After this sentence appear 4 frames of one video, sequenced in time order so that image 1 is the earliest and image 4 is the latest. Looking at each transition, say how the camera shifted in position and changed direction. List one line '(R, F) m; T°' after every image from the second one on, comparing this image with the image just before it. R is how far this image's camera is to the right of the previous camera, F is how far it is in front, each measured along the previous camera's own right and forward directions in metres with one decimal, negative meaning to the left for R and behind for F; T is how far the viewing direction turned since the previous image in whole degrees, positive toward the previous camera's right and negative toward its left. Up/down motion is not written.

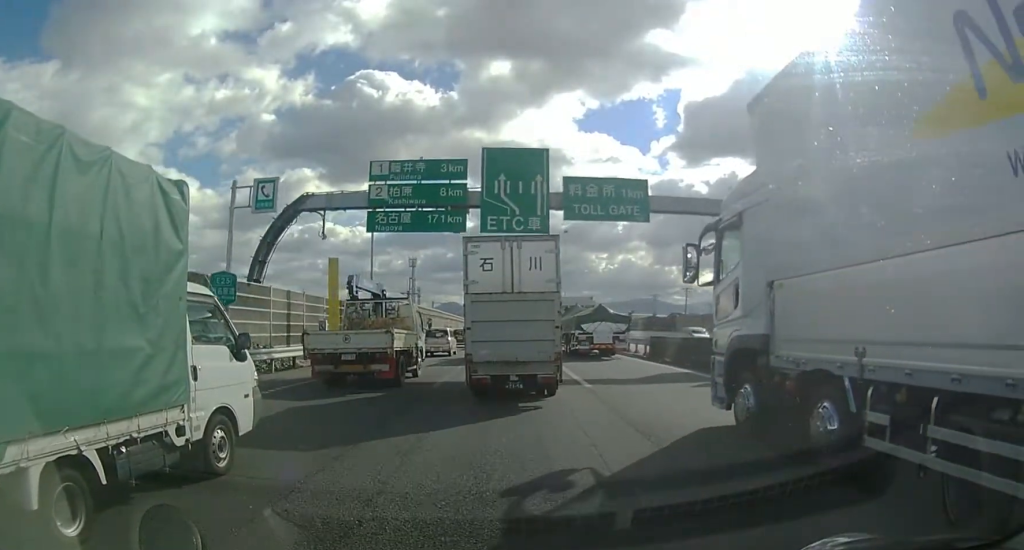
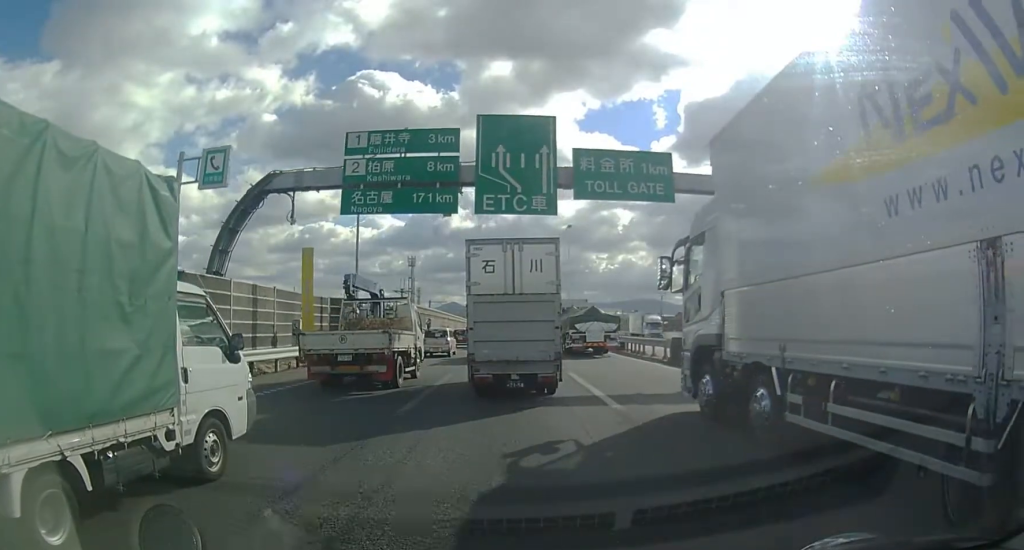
(0.0, +3.8) m; 0°
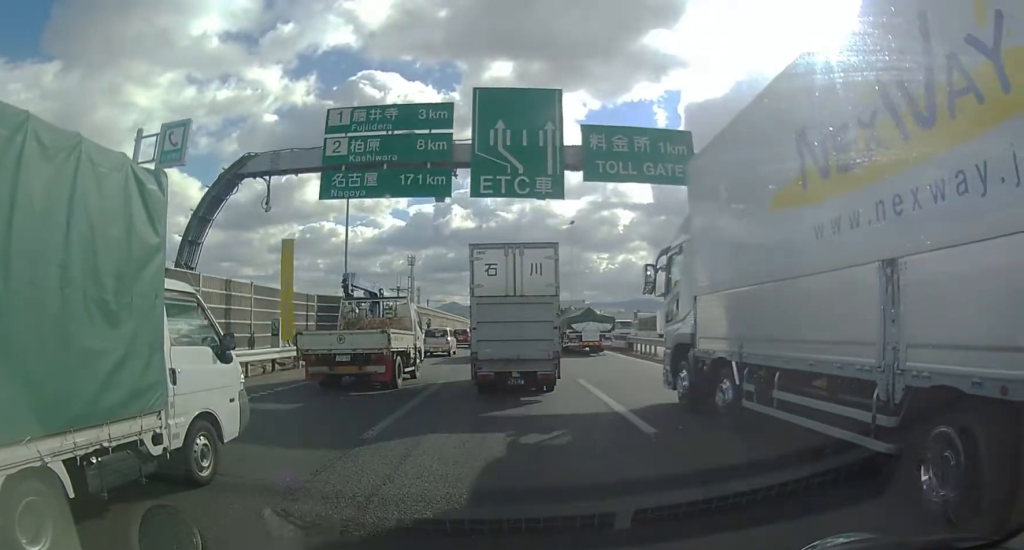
(0.0, +2.5) m; 0°
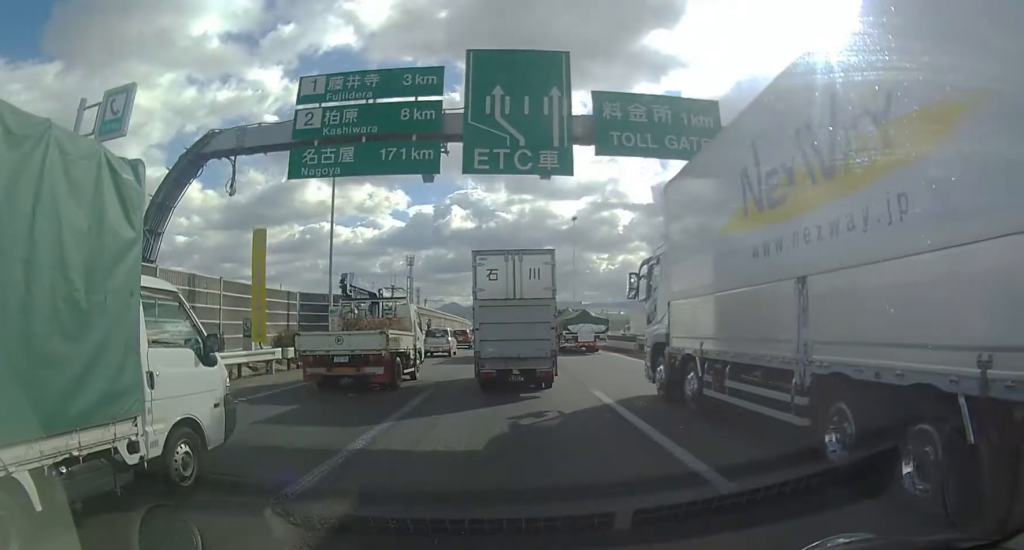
(0.0, +2.6) m; -1°
